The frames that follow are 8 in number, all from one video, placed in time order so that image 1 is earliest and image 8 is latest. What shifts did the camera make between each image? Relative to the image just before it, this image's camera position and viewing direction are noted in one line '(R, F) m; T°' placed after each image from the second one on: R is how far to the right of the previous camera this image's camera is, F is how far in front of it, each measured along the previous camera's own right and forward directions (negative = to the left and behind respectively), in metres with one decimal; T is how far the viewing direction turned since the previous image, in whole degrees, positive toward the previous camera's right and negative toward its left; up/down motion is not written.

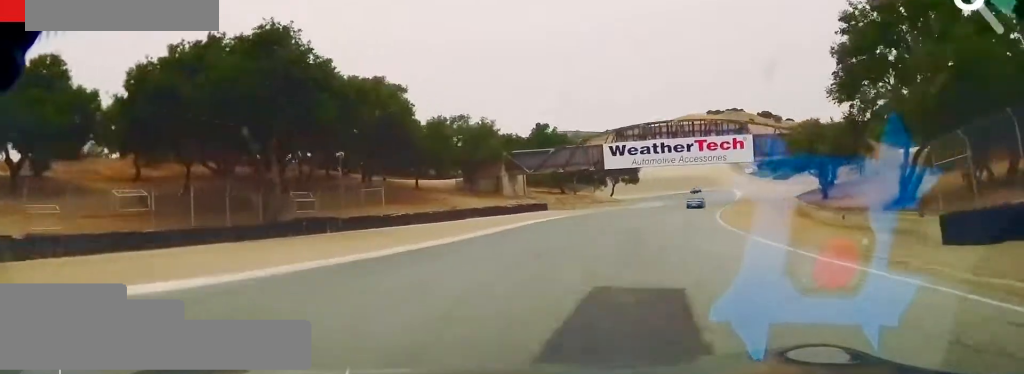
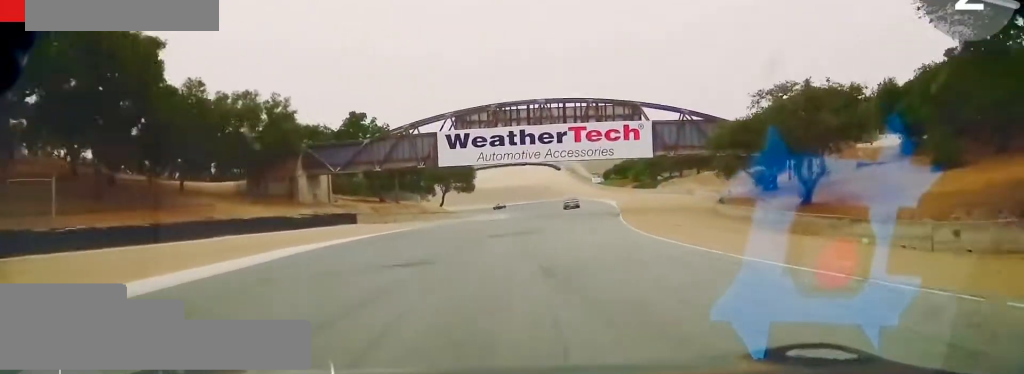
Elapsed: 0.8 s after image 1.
(-0.5, +20.7) m; +14°
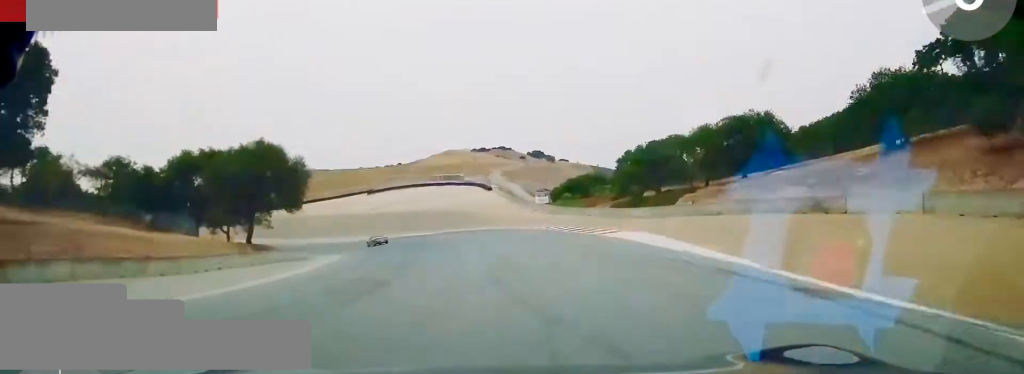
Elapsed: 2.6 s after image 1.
(+11.6, +53.4) m; +6°
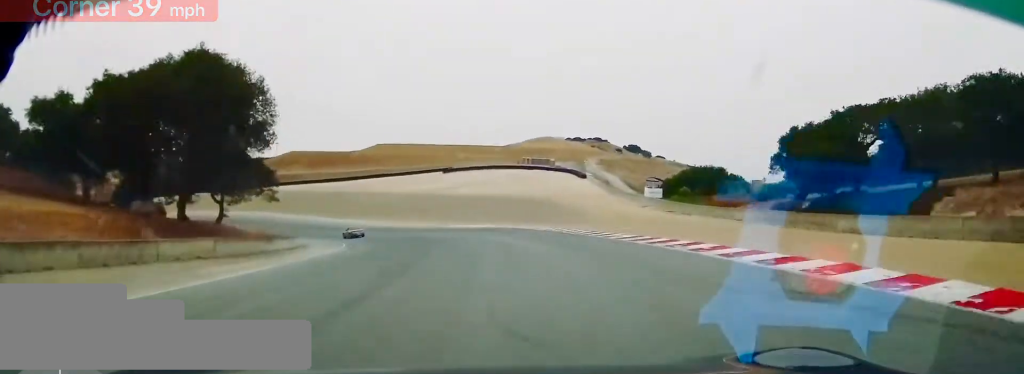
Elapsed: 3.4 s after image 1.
(-2.1, +23.9) m; -10°
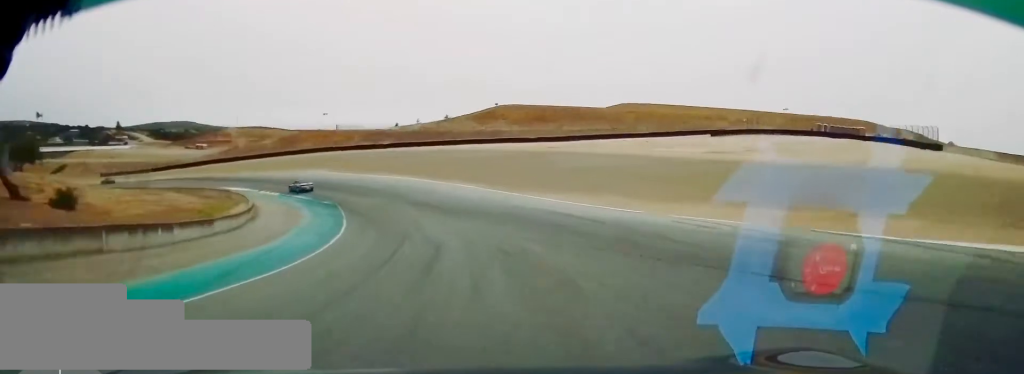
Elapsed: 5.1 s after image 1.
(-12.6, +51.1) m; -35°
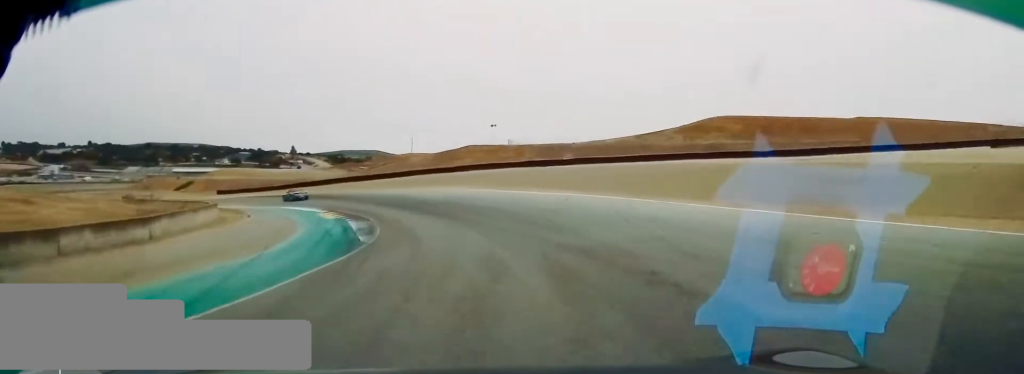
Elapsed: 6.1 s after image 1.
(-7.0, +27.8) m; -27°
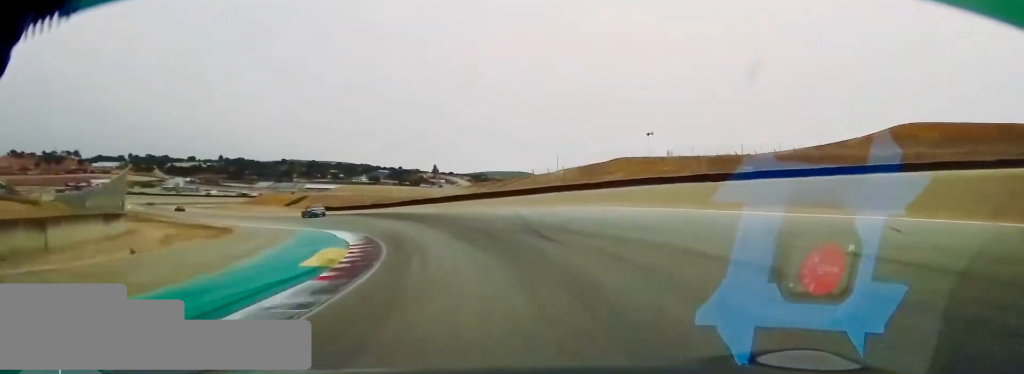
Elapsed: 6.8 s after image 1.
(-4.4, +19.1) m; -13°
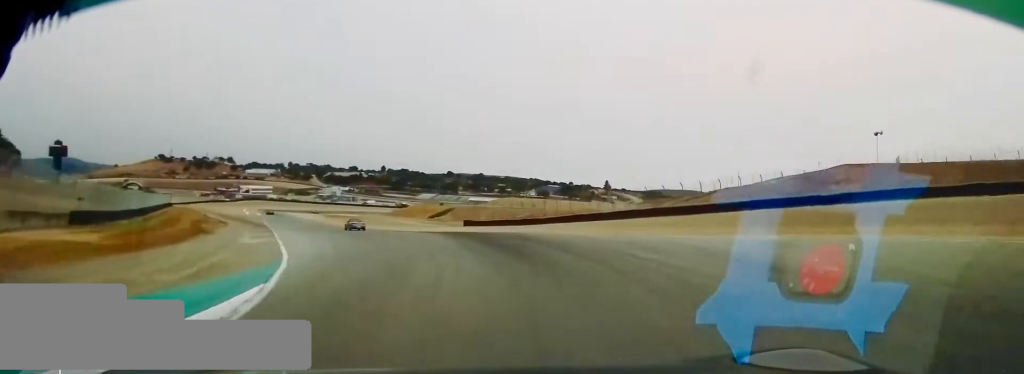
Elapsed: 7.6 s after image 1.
(-0.1, +23.9) m; 0°
